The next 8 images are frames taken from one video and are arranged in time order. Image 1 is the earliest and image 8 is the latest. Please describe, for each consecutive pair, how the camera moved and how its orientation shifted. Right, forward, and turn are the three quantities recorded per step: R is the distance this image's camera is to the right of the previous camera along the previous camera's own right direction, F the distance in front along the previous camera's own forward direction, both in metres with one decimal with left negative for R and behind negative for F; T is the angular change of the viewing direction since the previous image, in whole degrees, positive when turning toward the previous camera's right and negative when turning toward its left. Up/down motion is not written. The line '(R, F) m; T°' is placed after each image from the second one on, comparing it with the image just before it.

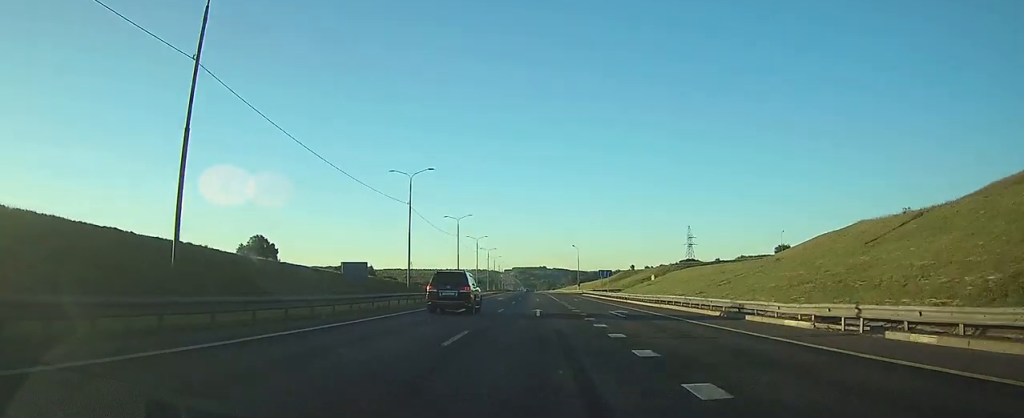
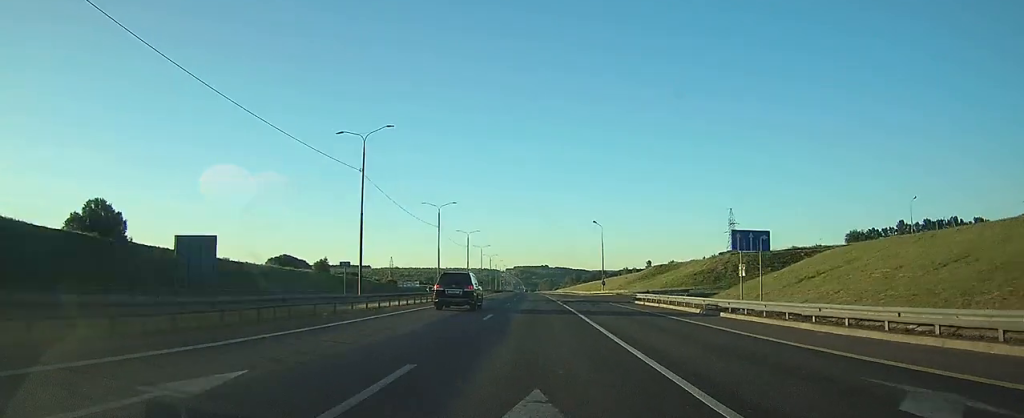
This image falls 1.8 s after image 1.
(-0.1, +46.5) m; 0°
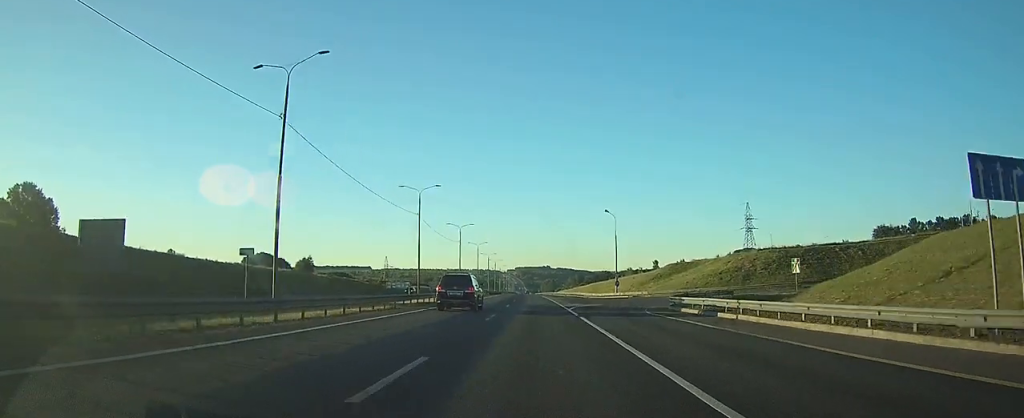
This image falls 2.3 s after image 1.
(0.0, +13.9) m; 0°
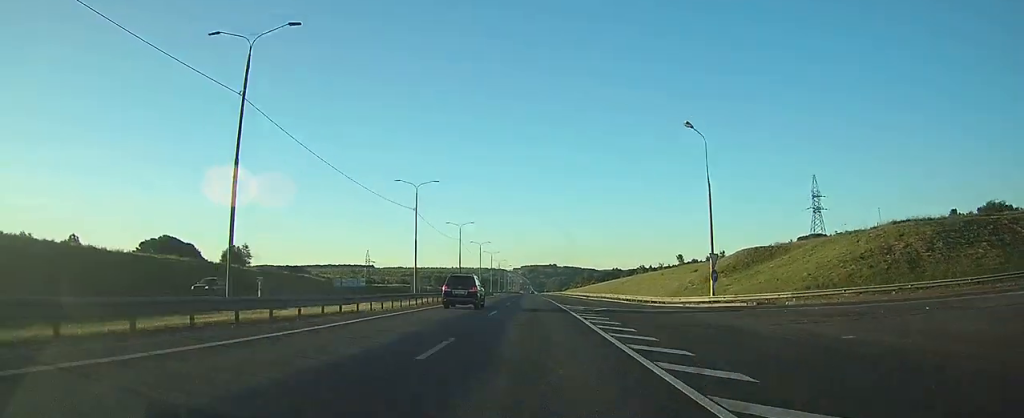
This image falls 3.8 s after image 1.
(-0.1, +43.1) m; 0°
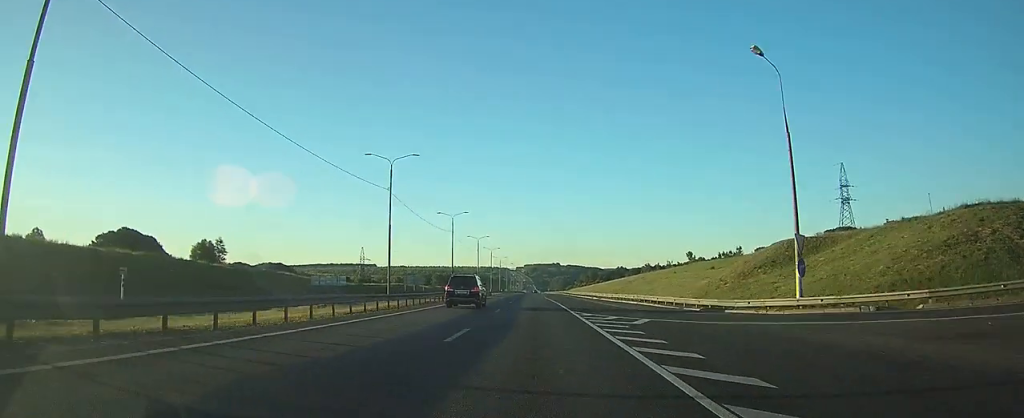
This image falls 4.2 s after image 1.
(0.0, +13.2) m; 0°
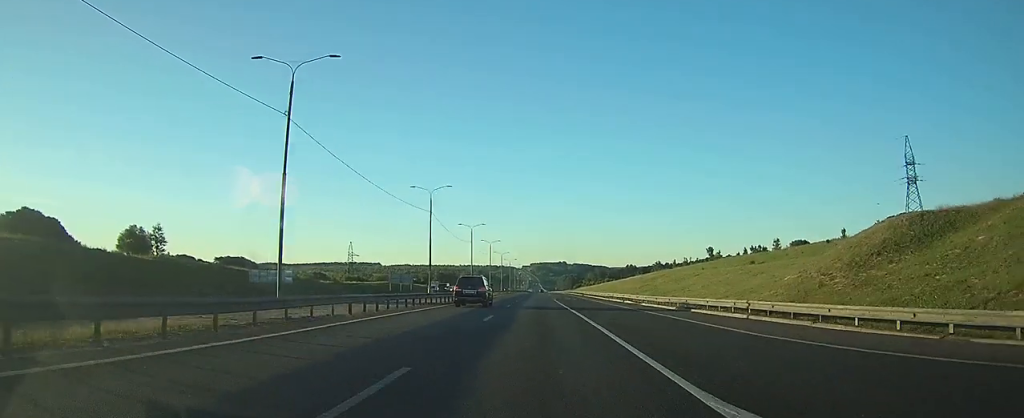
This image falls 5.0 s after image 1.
(-0.1, +24.5) m; 0°
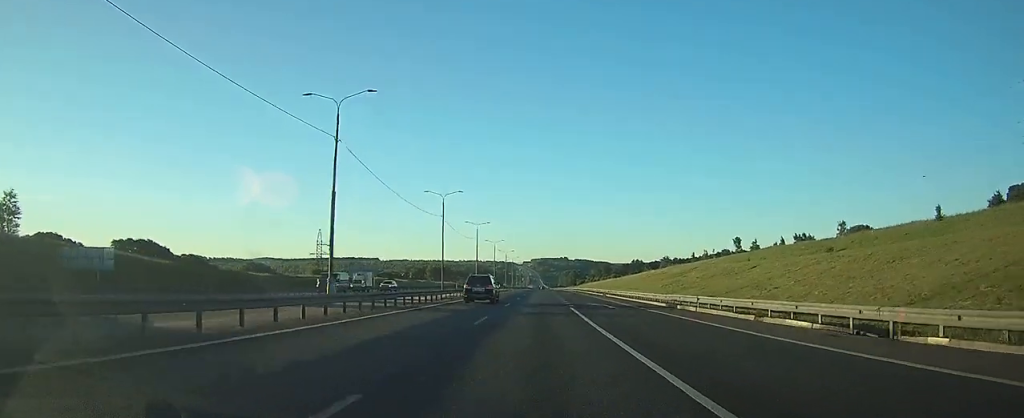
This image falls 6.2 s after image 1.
(-0.1, +35.0) m; 0°
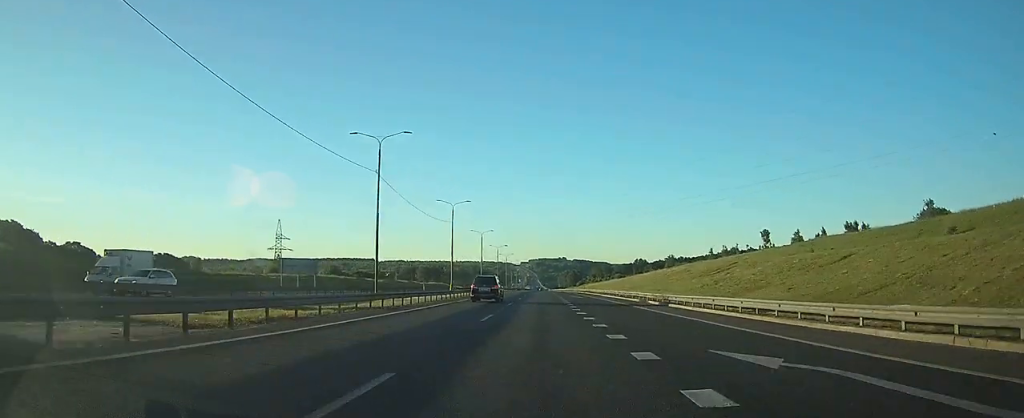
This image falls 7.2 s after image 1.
(0.0, +30.9) m; 0°
